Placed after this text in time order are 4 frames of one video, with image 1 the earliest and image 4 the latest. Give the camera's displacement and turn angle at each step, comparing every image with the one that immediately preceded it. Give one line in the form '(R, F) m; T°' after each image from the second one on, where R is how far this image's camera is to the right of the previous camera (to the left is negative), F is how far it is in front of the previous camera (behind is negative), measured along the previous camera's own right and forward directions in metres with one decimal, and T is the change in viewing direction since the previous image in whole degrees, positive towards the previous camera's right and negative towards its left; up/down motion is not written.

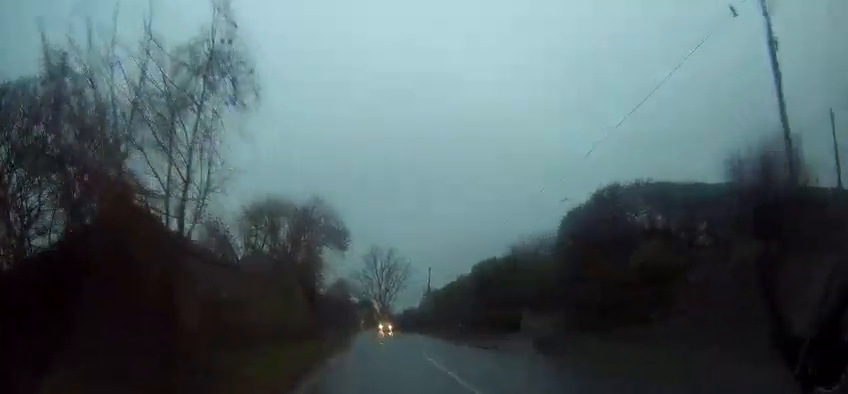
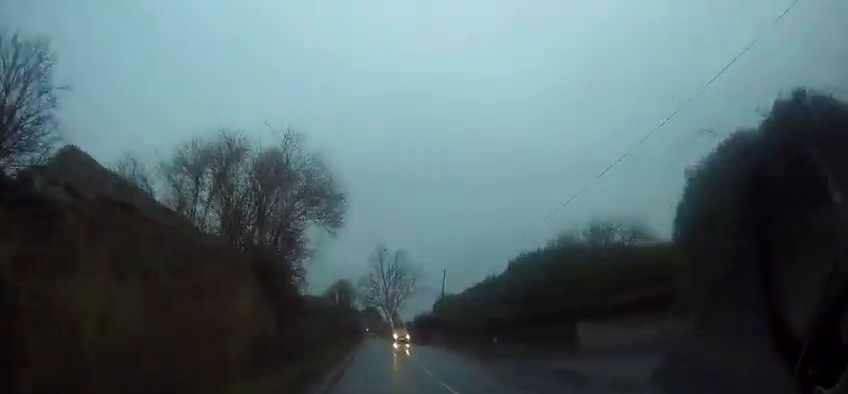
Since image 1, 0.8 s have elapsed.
(0.0, +8.0) m; +1°
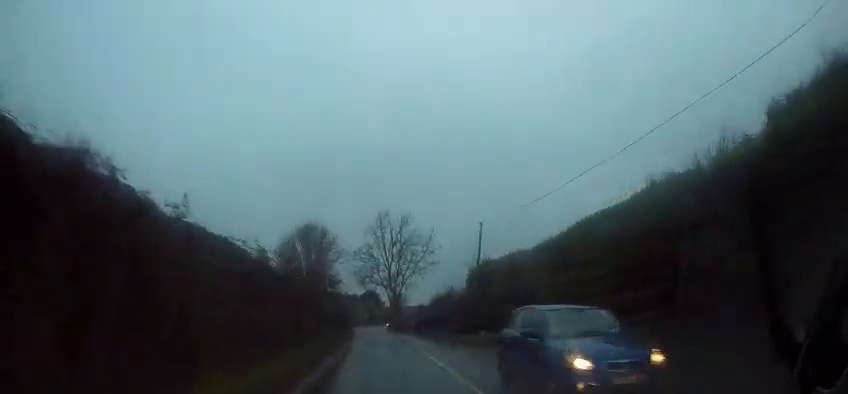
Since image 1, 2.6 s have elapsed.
(-0.1, +19.5) m; -3°
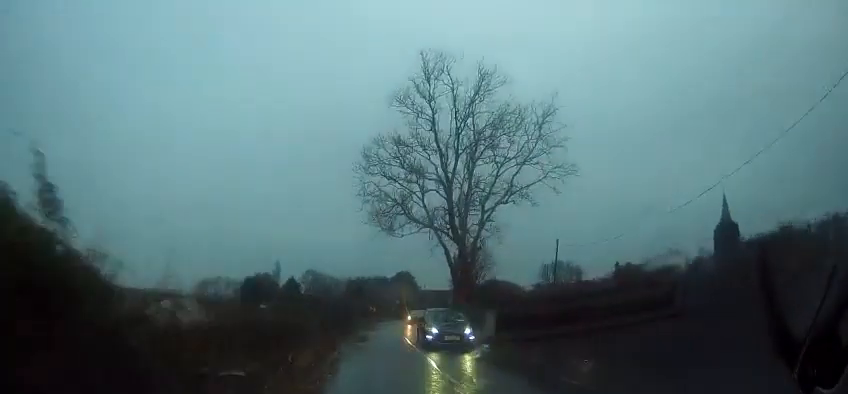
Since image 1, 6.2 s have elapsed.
(-1.3, +41.4) m; -3°
